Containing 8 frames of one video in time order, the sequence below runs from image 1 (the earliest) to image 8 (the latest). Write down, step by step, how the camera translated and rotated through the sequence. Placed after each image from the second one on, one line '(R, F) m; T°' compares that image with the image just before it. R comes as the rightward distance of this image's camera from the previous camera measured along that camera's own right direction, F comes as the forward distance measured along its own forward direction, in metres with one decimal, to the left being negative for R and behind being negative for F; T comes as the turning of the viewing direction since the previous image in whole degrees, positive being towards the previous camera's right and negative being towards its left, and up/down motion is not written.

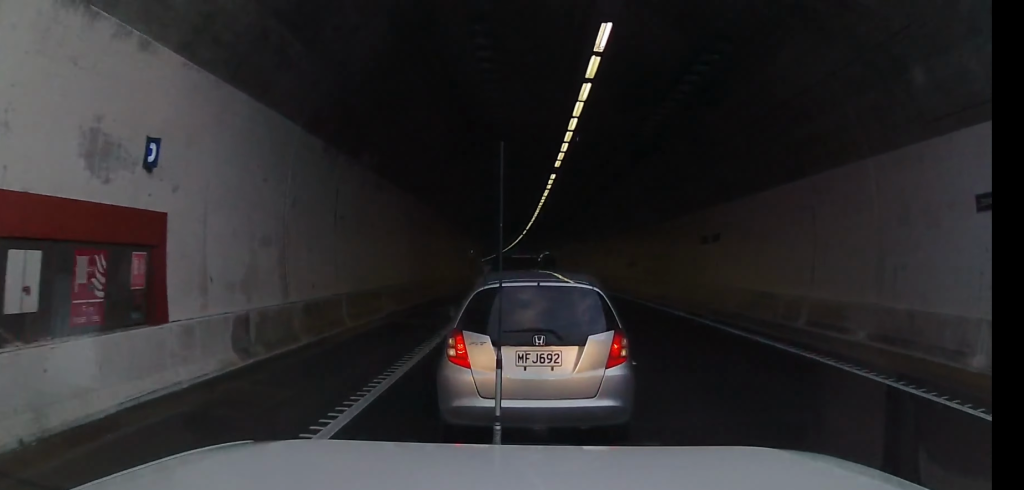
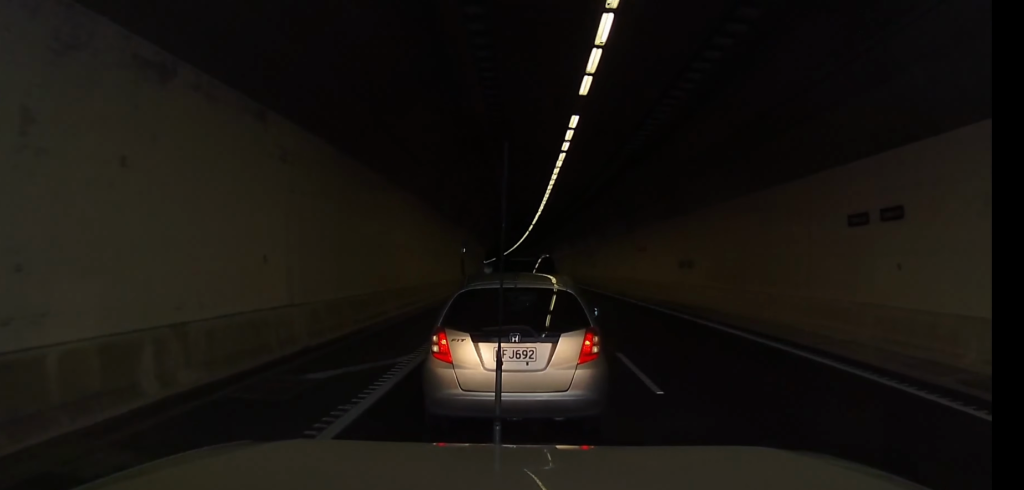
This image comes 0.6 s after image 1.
(0.0, +12.8) m; 0°
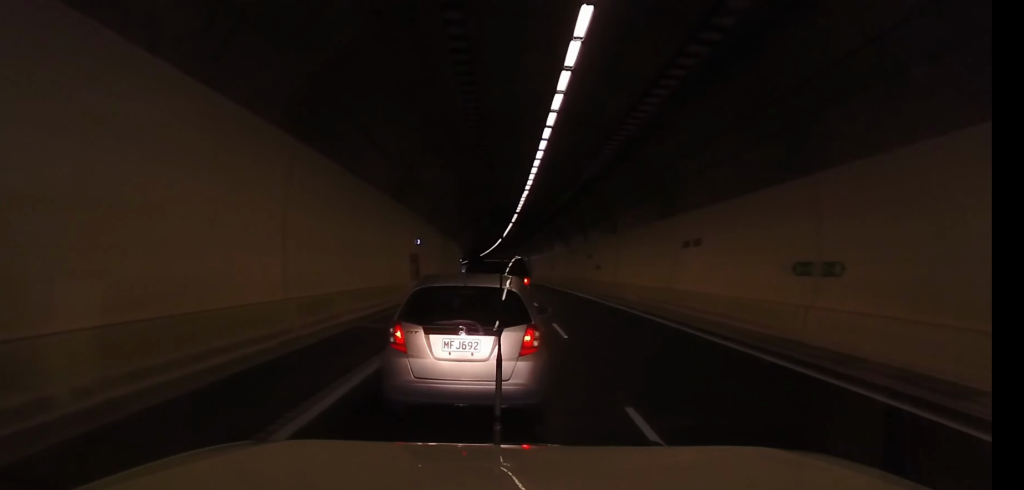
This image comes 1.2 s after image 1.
(0.0, +14.6) m; 0°
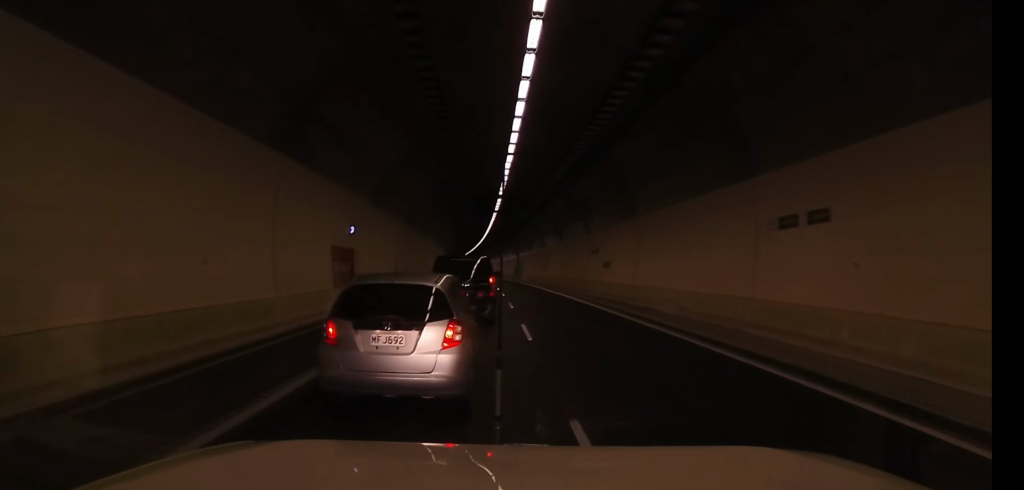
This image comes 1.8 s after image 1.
(0.0, +10.9) m; 0°
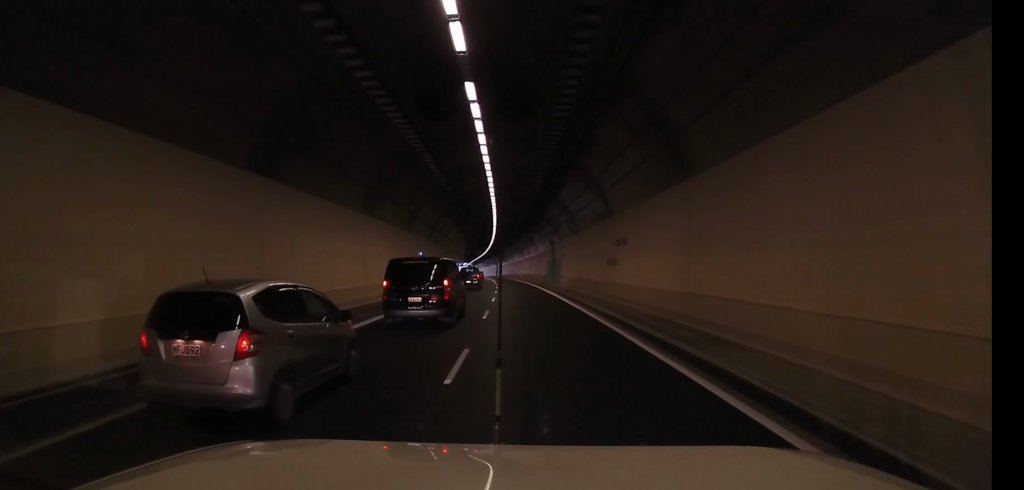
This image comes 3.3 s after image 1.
(0.0, +34.2) m; 0°
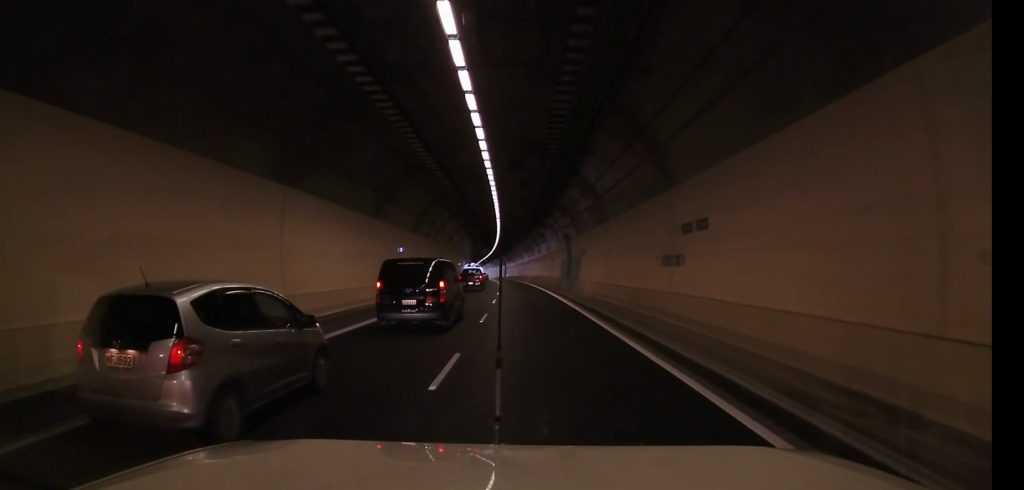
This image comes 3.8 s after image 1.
(0.0, +9.8) m; 0°
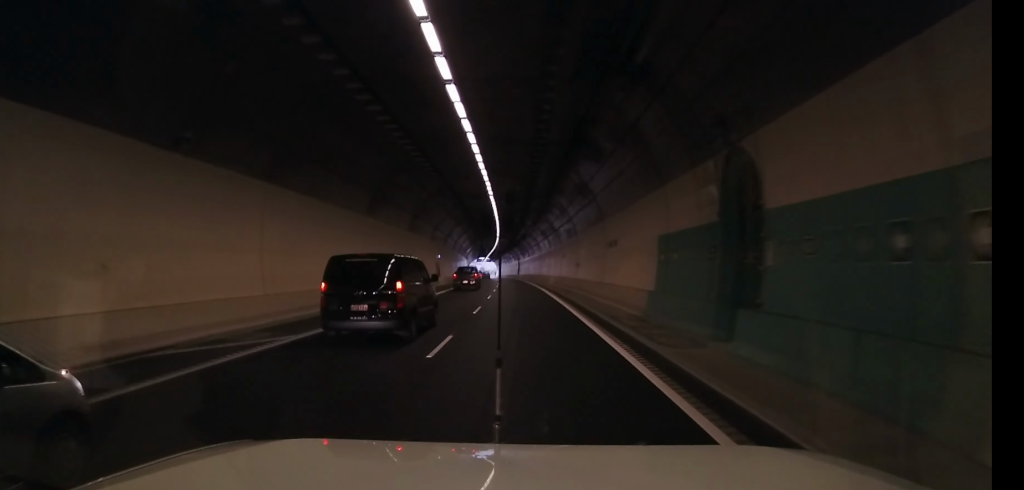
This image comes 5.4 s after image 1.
(+0.1, +35.6) m; 0°
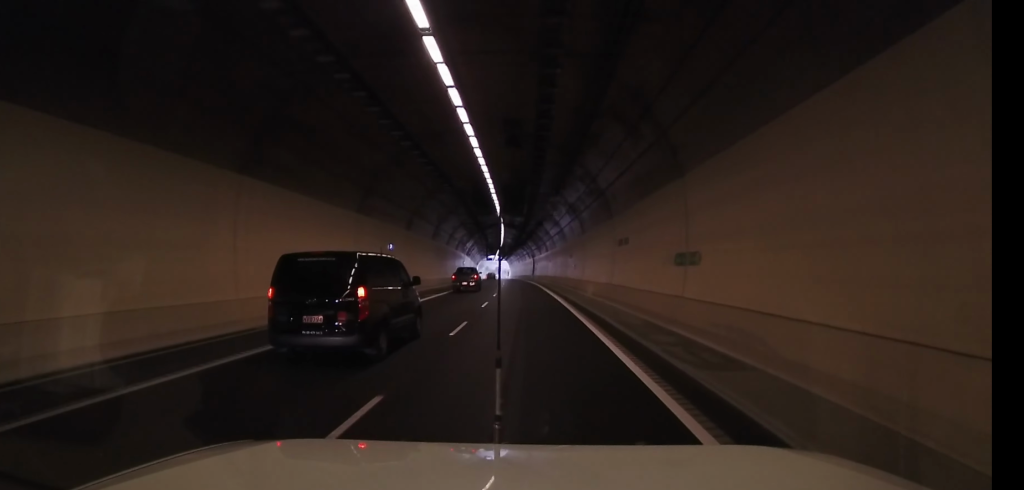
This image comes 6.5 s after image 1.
(0.0, +24.3) m; 0°
